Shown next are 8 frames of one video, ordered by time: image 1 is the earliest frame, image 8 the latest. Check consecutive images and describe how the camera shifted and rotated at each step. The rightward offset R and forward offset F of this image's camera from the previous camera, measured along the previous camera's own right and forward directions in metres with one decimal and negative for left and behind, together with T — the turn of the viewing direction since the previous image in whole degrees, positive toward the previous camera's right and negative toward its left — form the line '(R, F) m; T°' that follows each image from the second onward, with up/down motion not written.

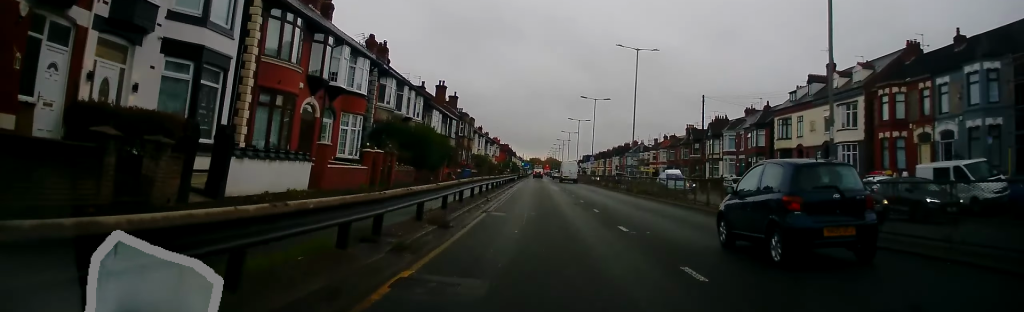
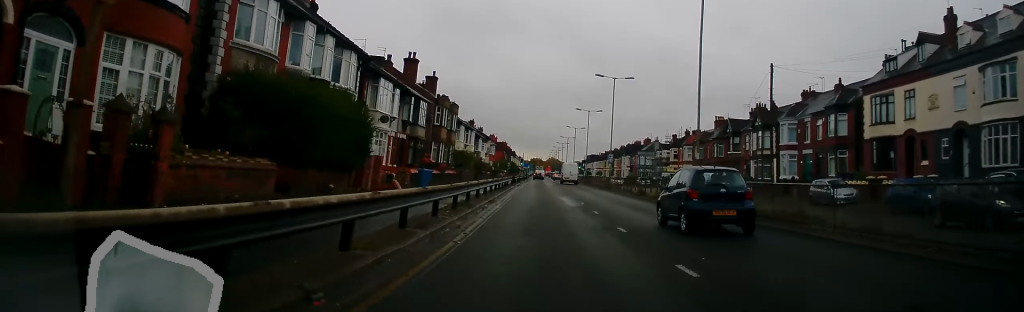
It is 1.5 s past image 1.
(-0.5, +17.4) m; -2°
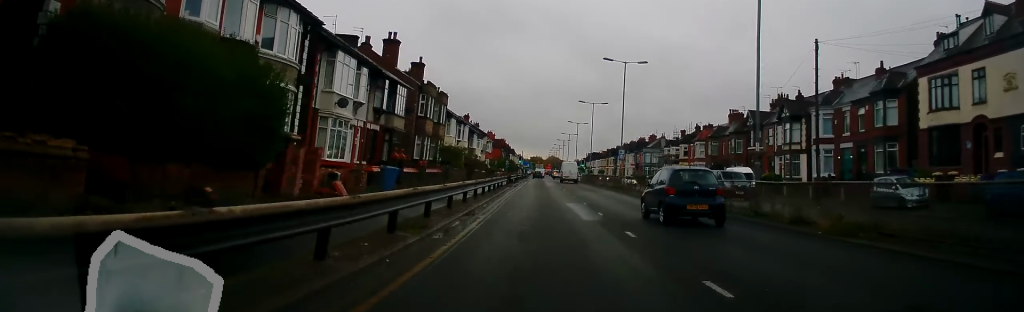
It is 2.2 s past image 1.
(+0.1, +7.2) m; 0°
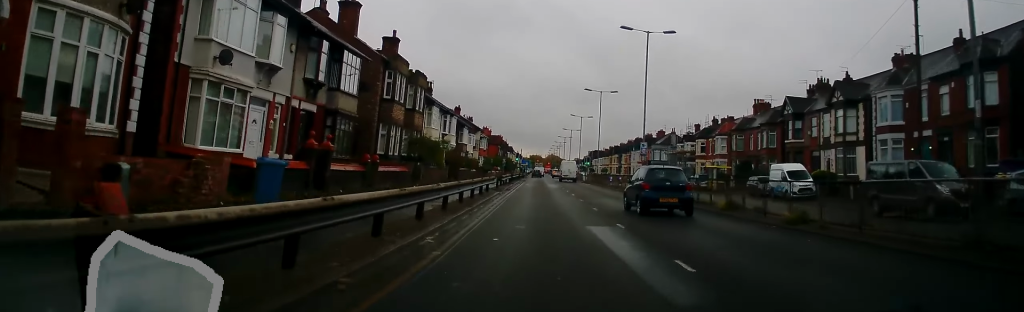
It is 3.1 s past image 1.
(0.0, +10.3) m; -1°
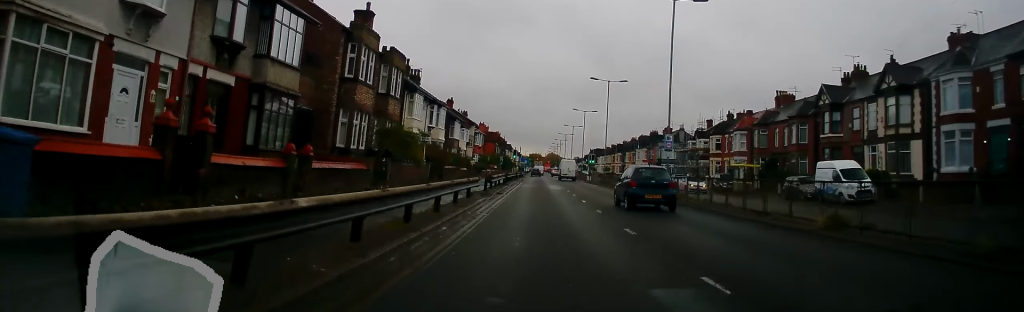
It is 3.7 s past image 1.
(-0.4, +7.3) m; -1°
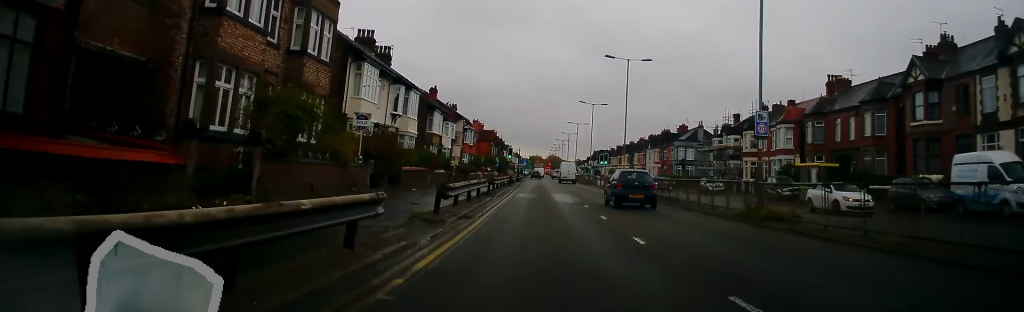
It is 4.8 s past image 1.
(+0.5, +13.0) m; +3°
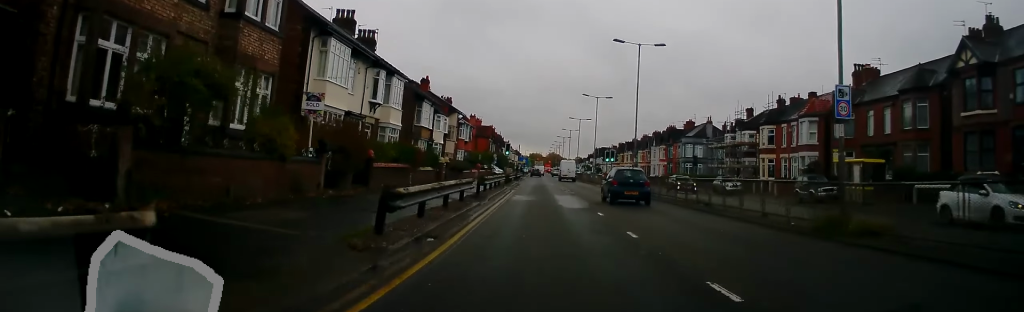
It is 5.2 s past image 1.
(+0.1, +5.1) m; 0°
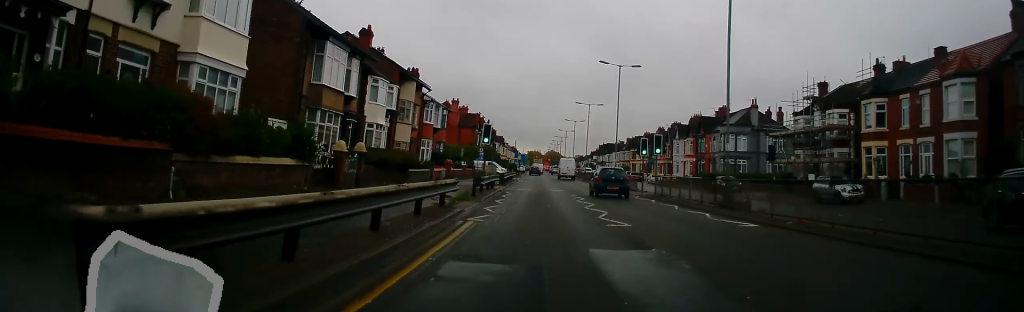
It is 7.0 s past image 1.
(-0.2, +20.9) m; -2°
